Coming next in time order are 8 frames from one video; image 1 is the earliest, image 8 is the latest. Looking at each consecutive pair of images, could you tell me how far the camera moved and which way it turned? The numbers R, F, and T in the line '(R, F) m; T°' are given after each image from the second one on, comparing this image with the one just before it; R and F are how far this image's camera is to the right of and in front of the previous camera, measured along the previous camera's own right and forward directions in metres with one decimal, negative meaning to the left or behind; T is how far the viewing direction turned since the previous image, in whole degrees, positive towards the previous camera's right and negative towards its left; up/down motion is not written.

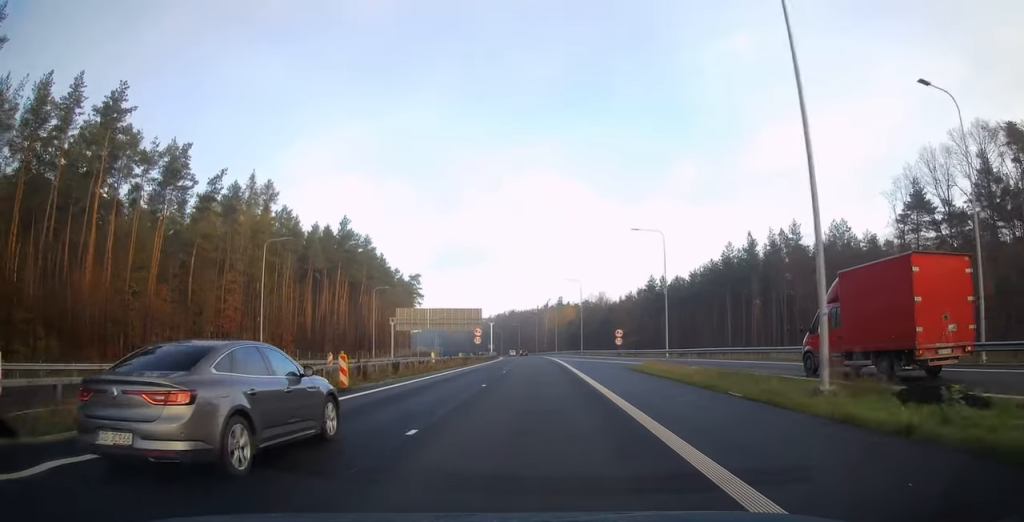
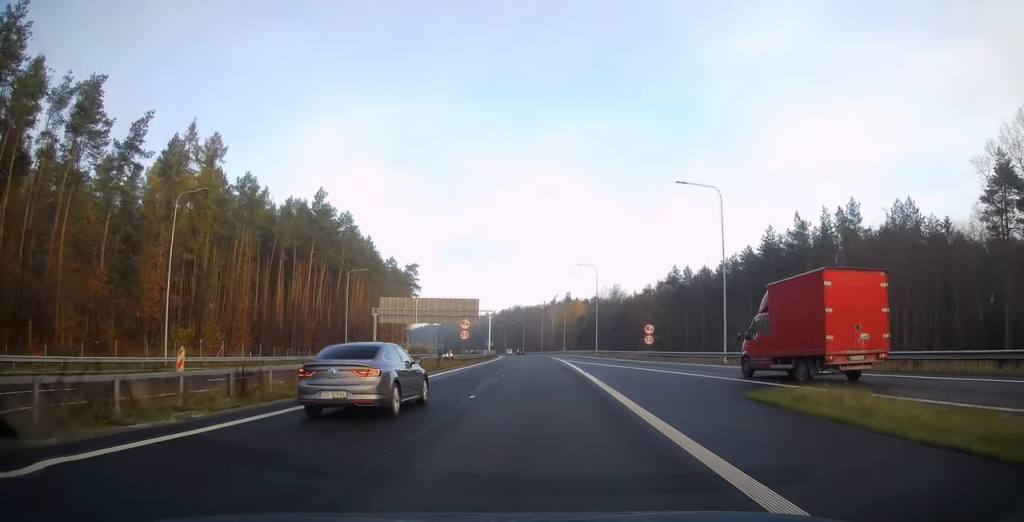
(-0.1, +16.9) m; -1°
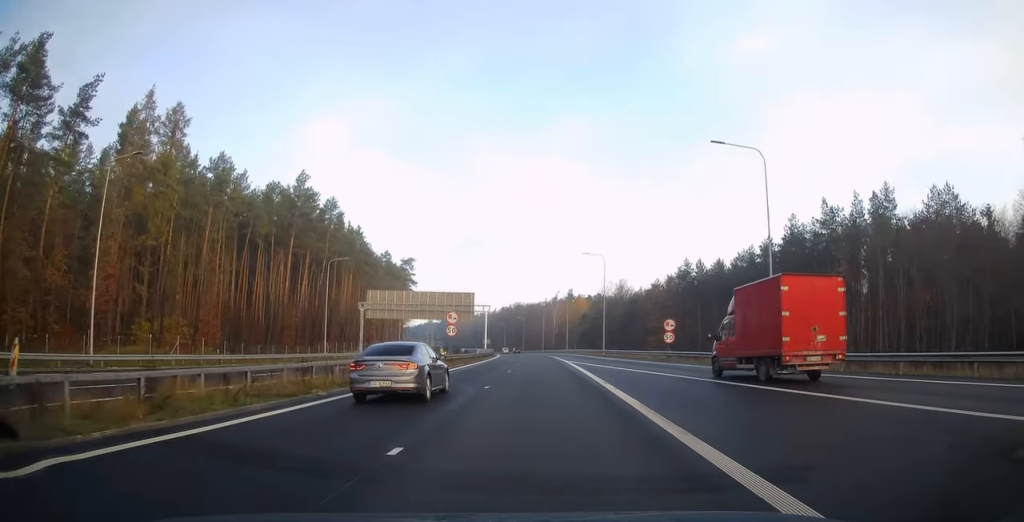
(0.0, +8.5) m; 0°
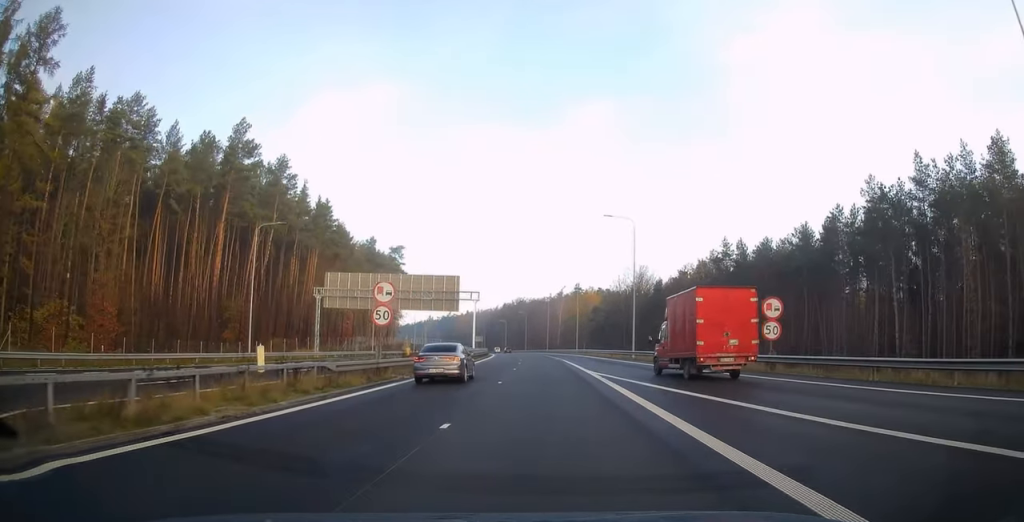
(-0.1, +21.2) m; -1°
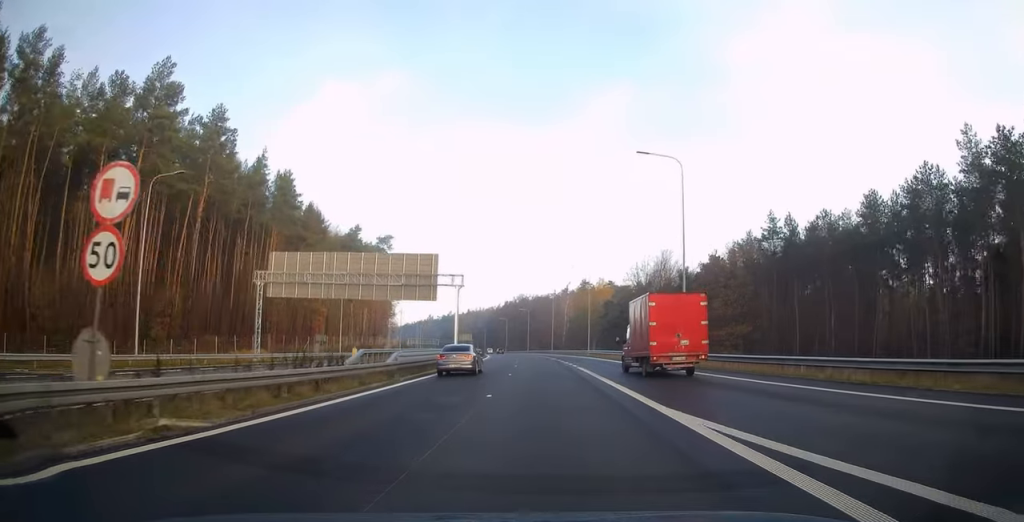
(0.0, +17.6) m; 0°
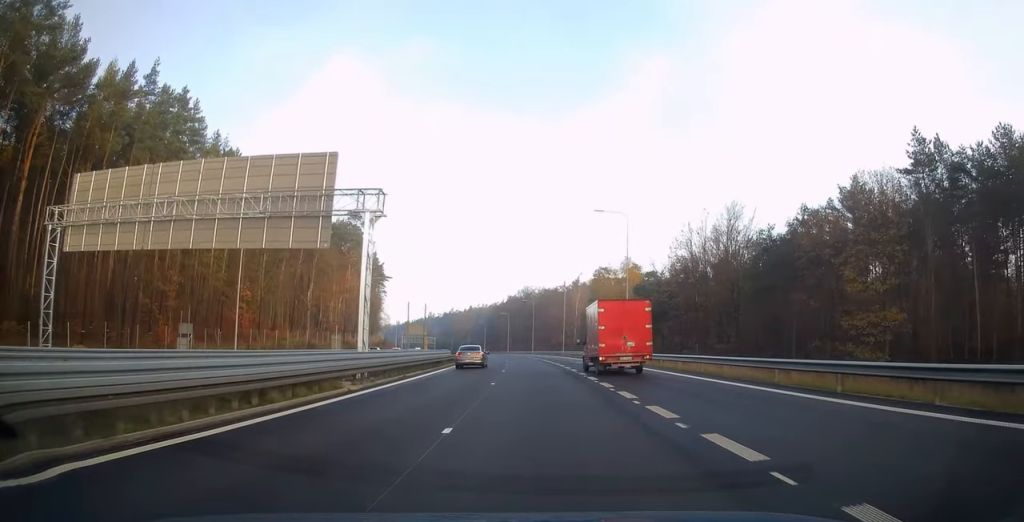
(-0.2, +30.0) m; -1°
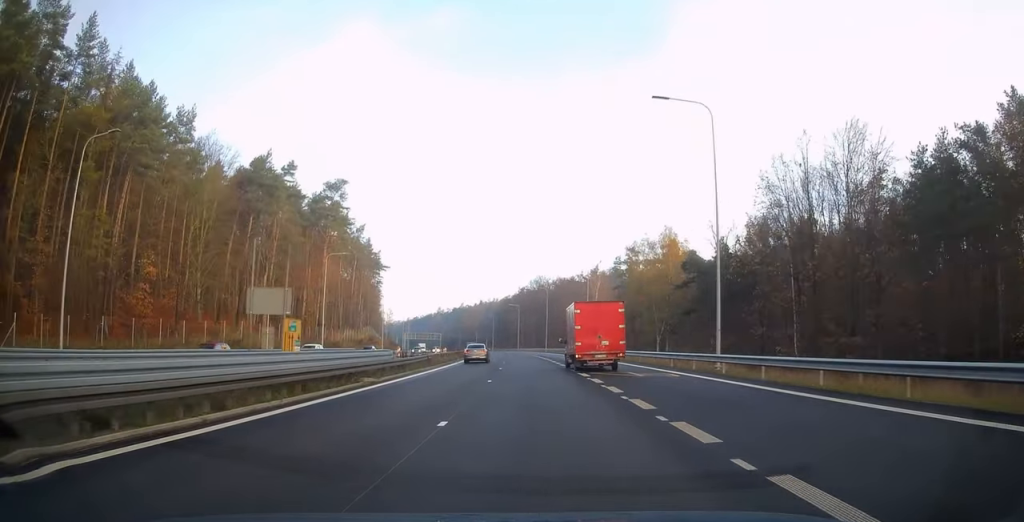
(-0.1, +22.9) m; -1°
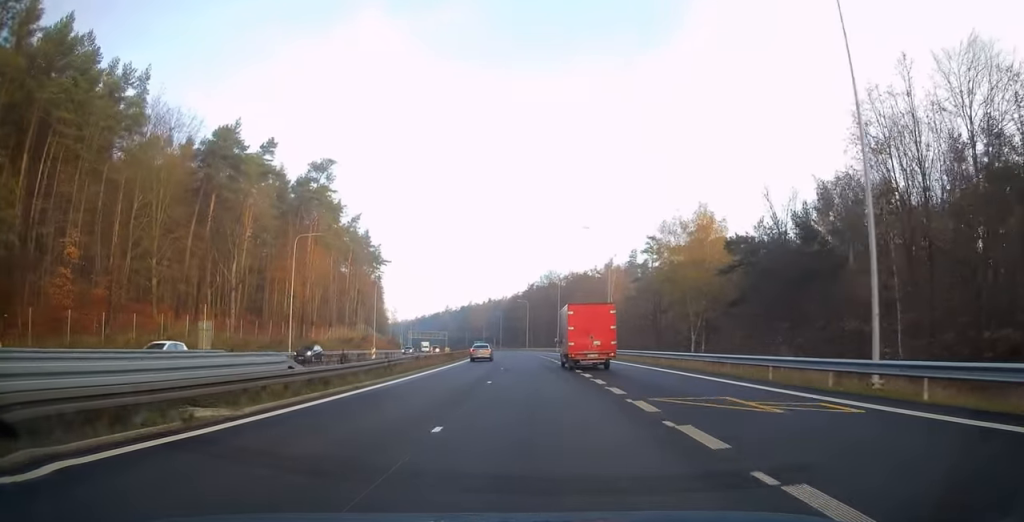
(-0.1, +12.5) m; -1°
